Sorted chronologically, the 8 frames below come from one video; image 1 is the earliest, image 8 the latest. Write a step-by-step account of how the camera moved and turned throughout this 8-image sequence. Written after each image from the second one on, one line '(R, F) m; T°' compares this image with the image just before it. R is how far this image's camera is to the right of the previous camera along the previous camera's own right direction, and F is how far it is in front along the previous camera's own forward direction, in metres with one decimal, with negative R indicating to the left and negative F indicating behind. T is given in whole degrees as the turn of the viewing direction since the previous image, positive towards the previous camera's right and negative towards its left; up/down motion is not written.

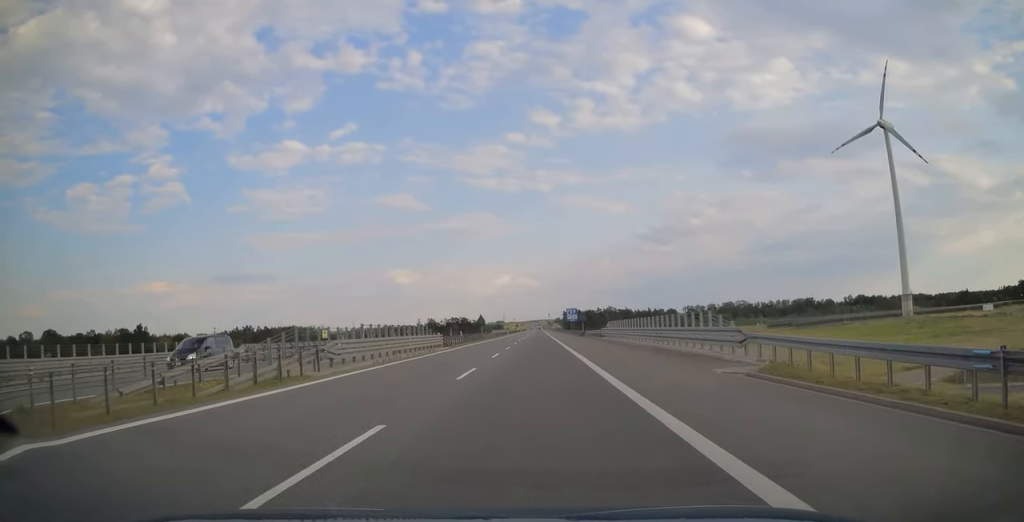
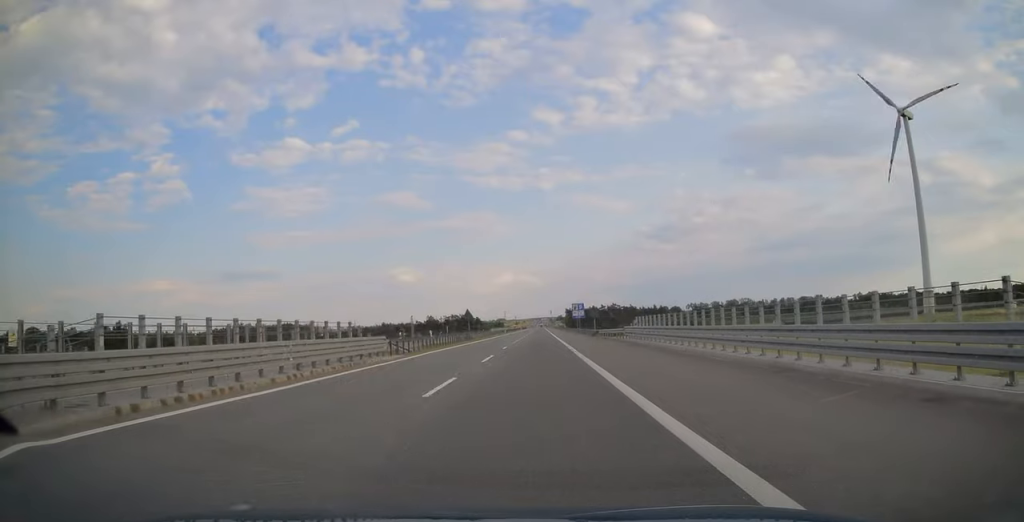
(-0.1, +16.5) m; 0°
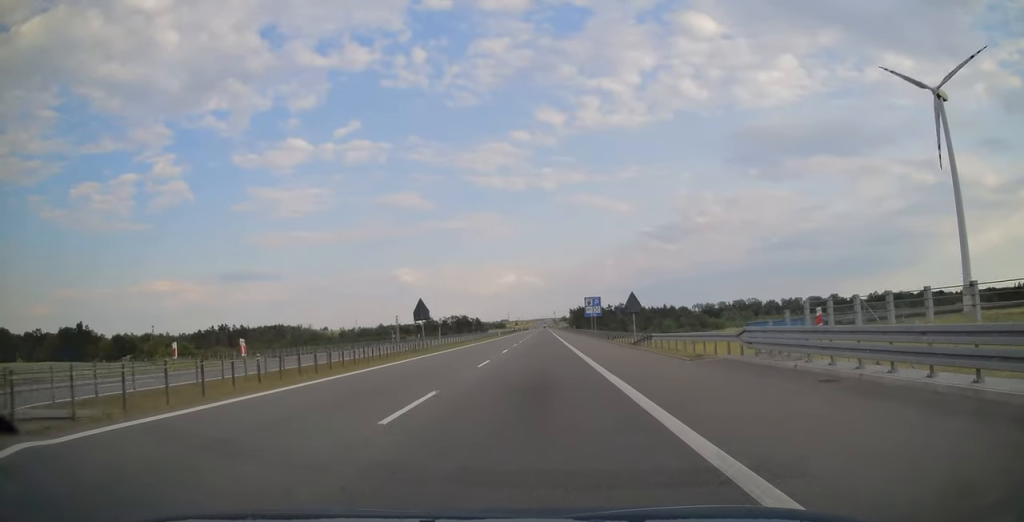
(0.0, +27.2) m; 0°
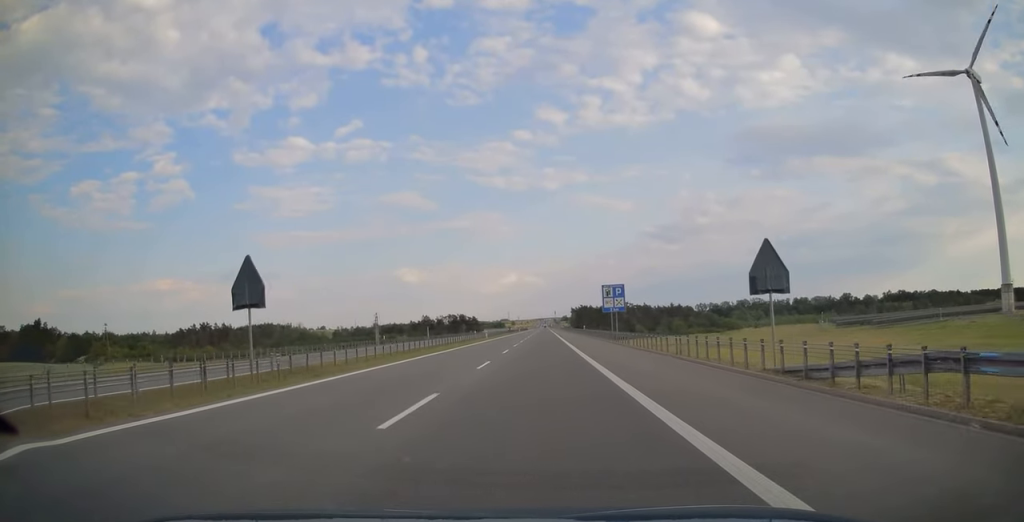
(-0.1, +24.4) m; 0°
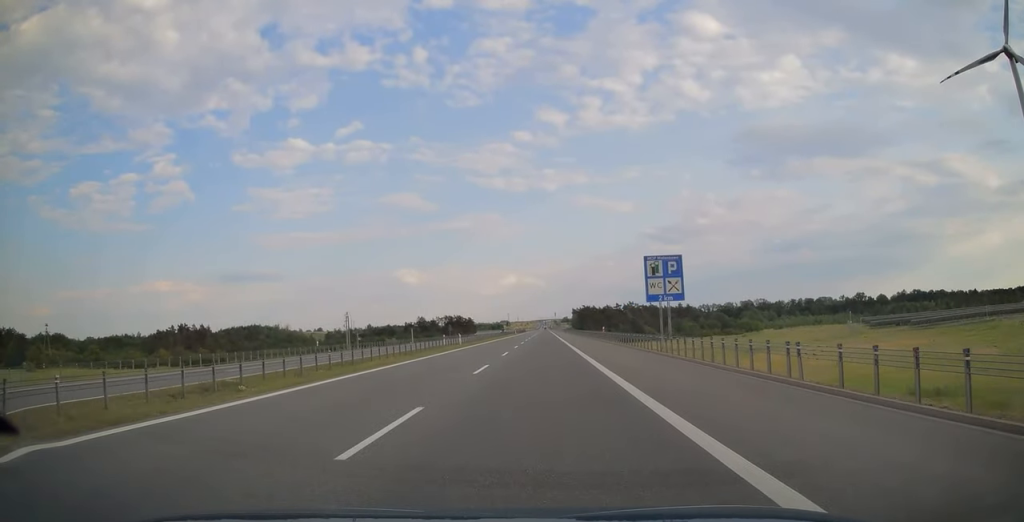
(-0.1, +25.5) m; 0°
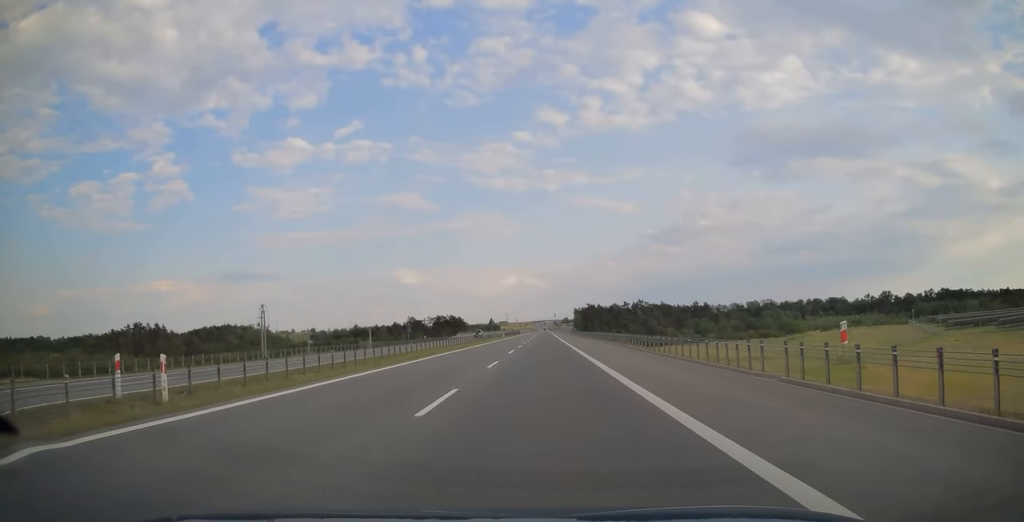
(-0.1, +44.5) m; 0°
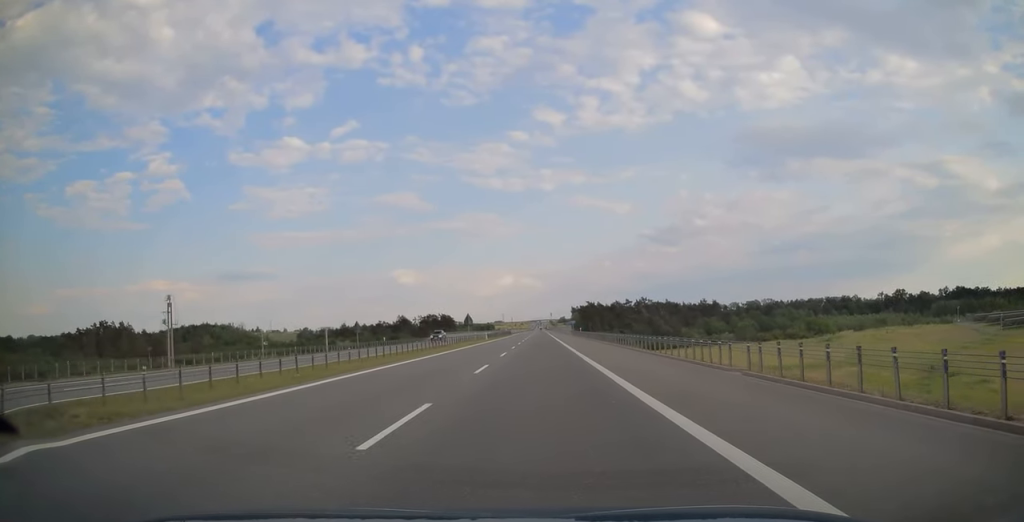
(0.0, +26.6) m; 0°
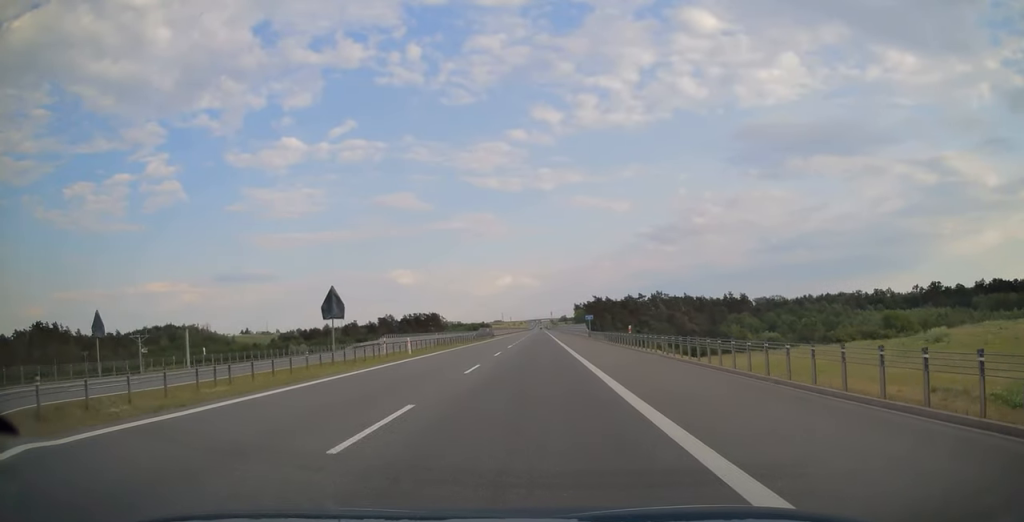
(0.0, +47.8) m; 0°
